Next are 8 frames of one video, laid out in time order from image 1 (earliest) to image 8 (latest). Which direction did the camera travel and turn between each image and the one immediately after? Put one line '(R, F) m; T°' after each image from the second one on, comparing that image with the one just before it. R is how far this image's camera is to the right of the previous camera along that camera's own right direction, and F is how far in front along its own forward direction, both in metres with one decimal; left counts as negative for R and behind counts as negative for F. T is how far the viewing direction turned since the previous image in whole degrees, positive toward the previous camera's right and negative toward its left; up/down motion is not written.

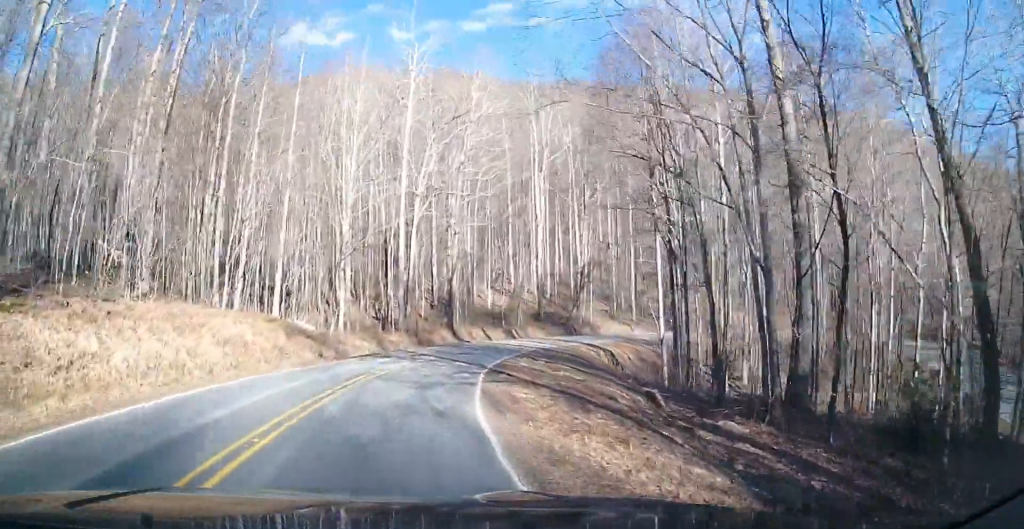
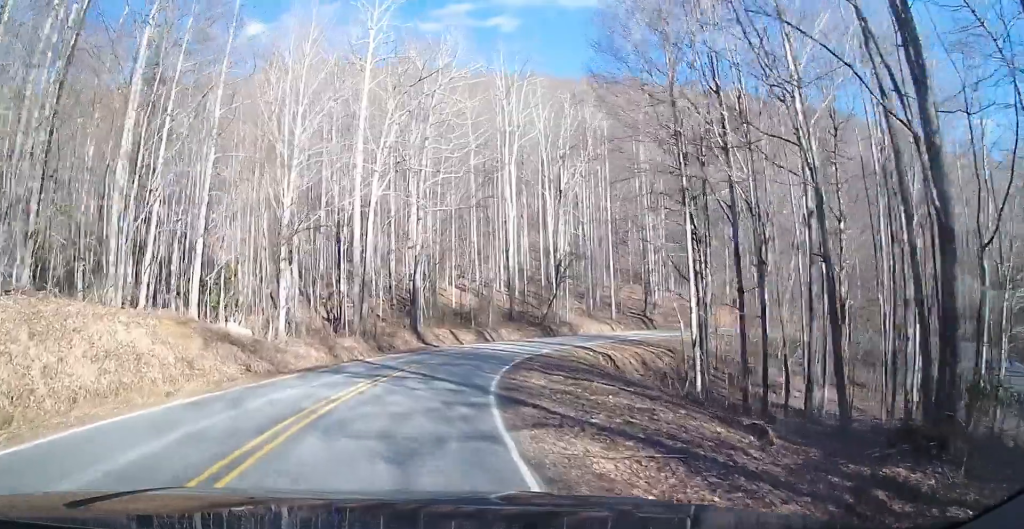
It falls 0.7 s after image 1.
(0.0, +6.9) m; +3°
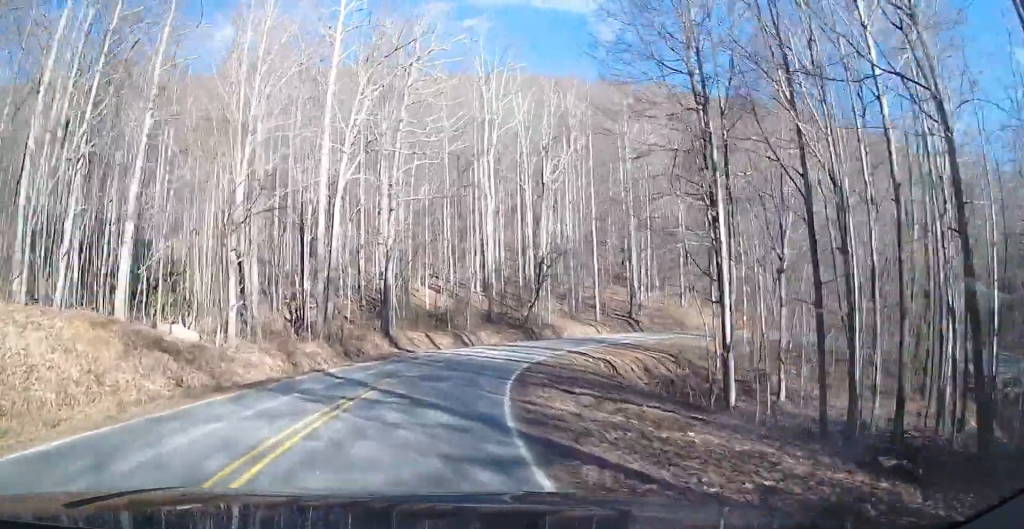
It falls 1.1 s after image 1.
(+0.2, +4.3) m; +1°
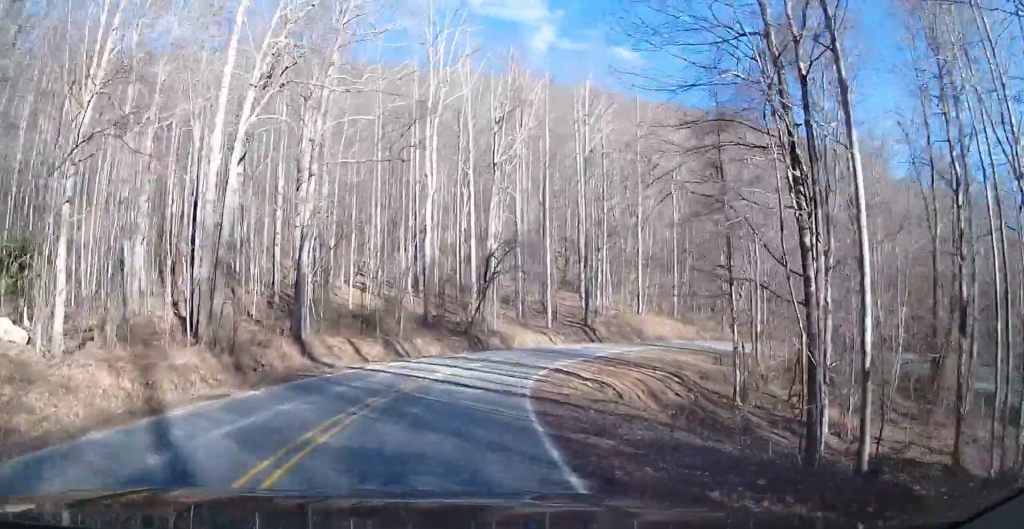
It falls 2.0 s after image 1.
(+0.2, +9.0) m; +3°
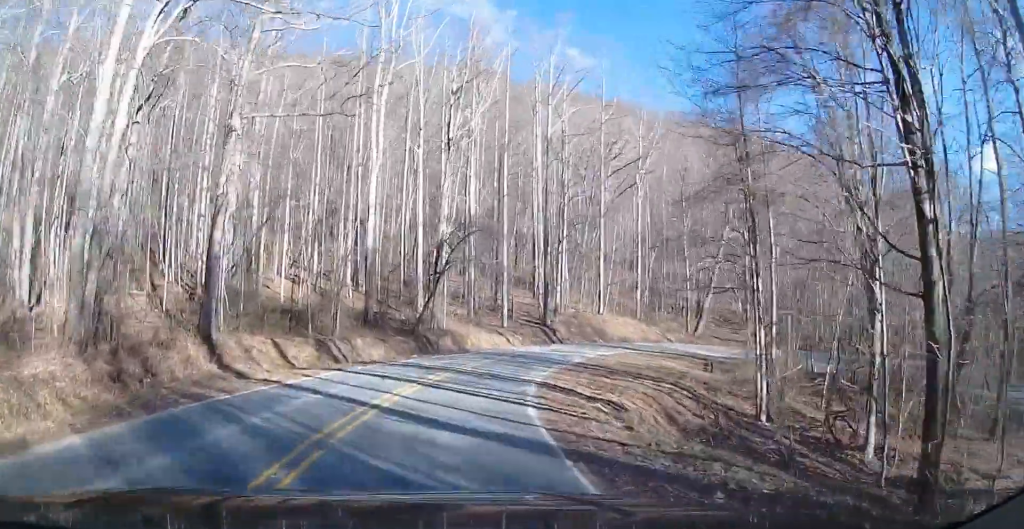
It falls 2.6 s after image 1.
(-0.2, +6.0) m; +3°
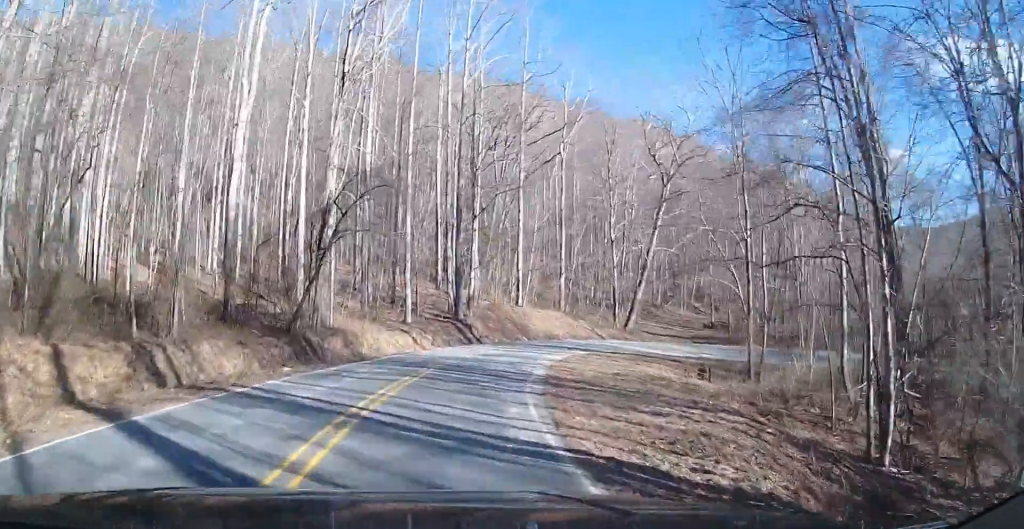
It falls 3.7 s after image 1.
(+1.0, +10.0) m; +20°
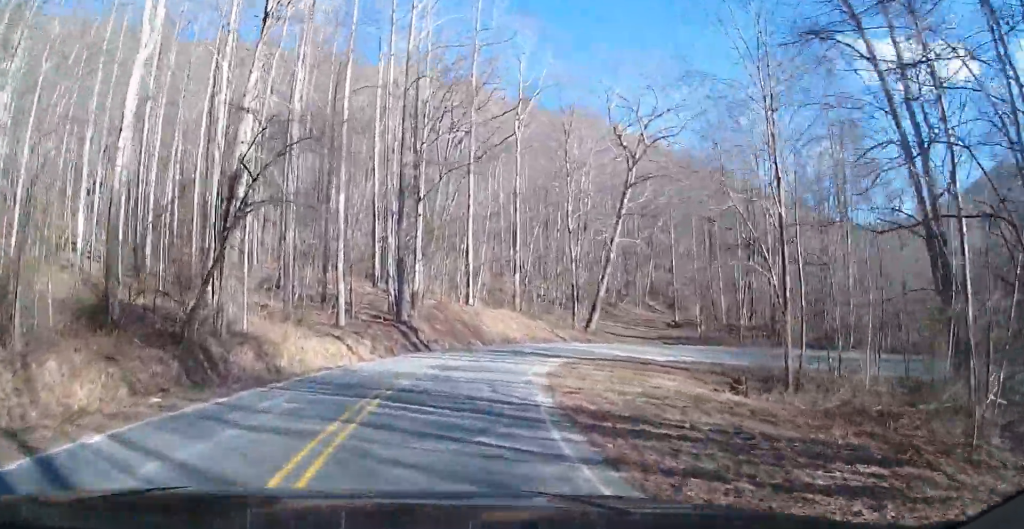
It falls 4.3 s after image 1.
(+1.6, +6.7) m; +10°
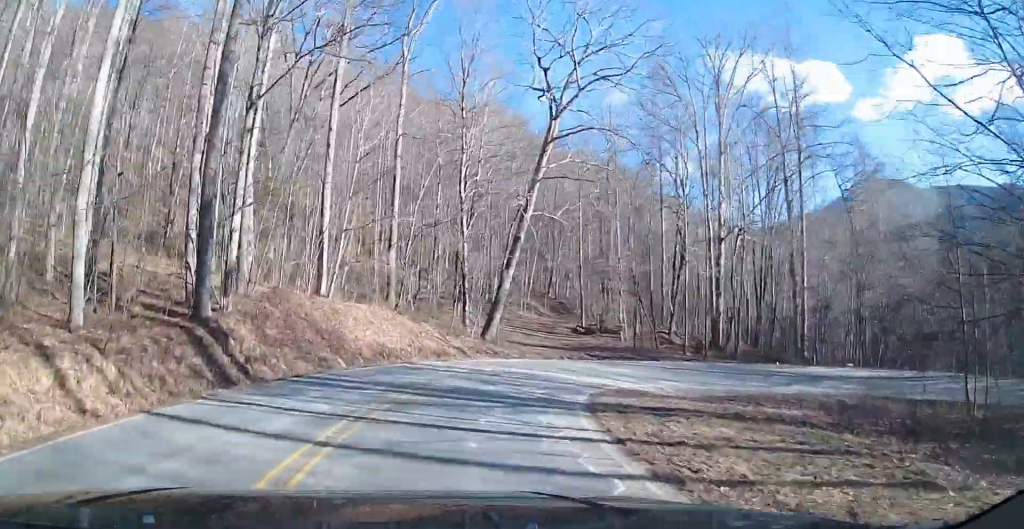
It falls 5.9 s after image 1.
(+2.0, +16.5) m; +14°
